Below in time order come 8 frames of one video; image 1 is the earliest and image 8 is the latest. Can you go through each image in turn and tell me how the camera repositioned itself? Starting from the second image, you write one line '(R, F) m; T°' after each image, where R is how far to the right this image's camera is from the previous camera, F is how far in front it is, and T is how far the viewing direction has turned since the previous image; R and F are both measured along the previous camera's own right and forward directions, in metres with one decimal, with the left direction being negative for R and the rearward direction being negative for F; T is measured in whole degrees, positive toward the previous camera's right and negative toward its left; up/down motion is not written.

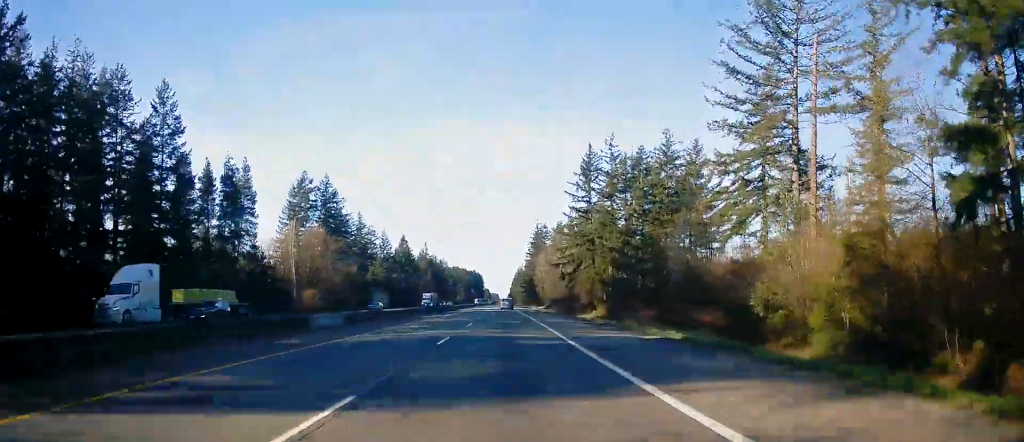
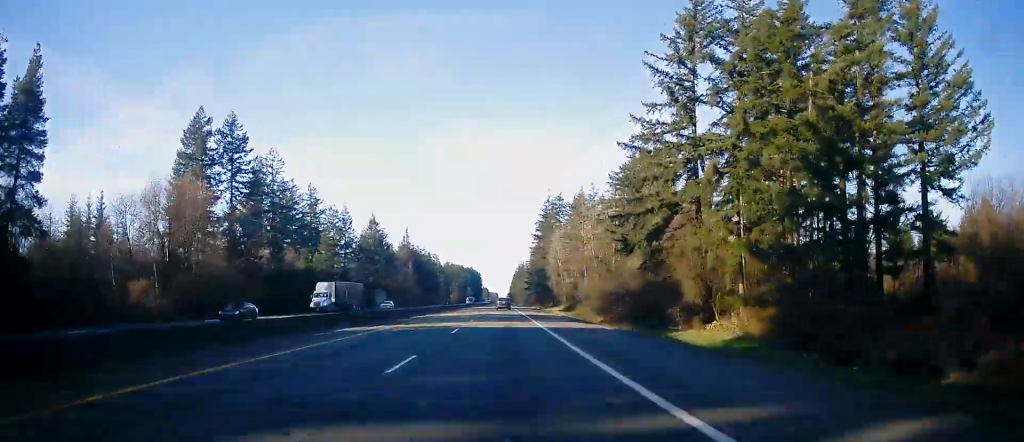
(+0.5, +55.2) m; +1°
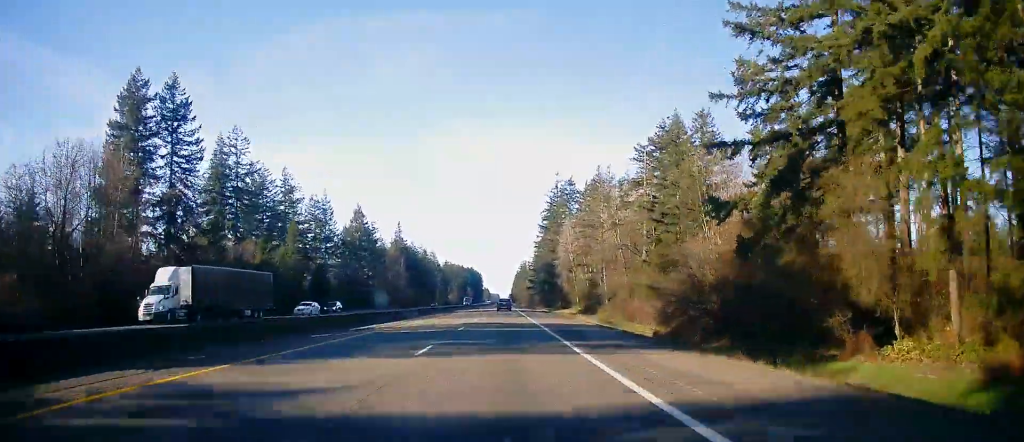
(0.0, +21.0) m; 0°
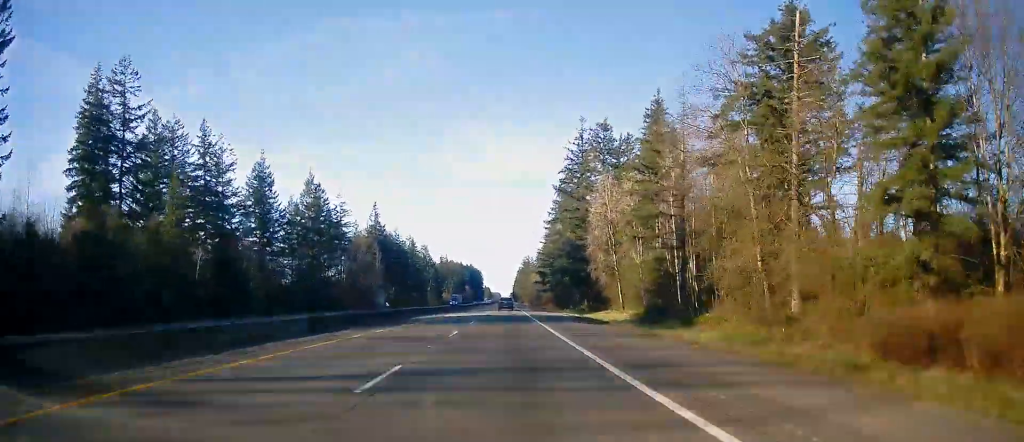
(0.0, +42.3) m; 0°
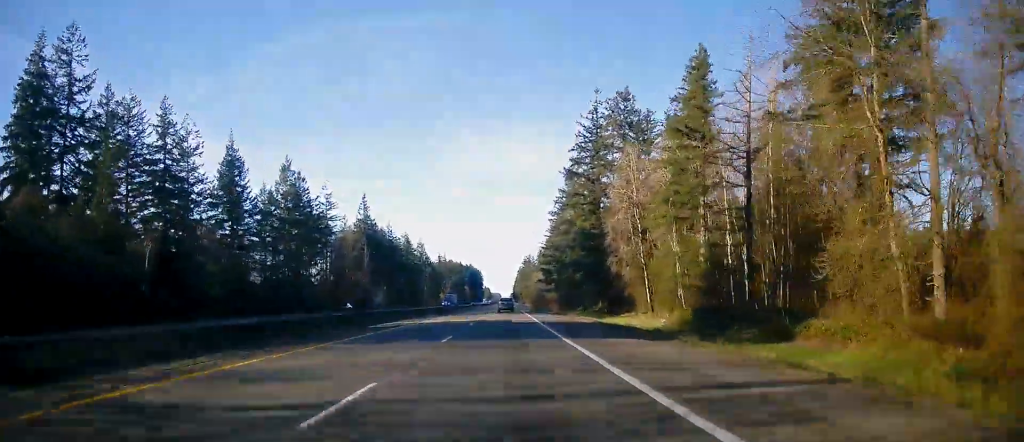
(0.0, +14.5) m; 0°
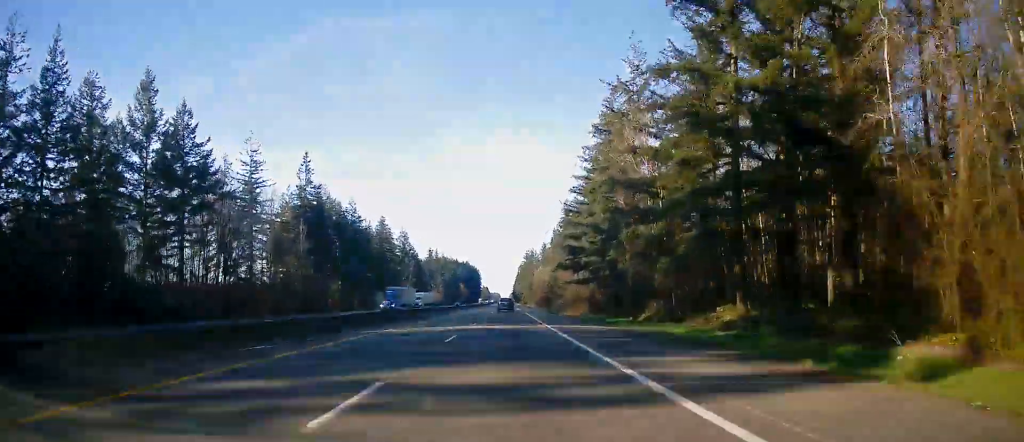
(-0.4, +48.9) m; -1°
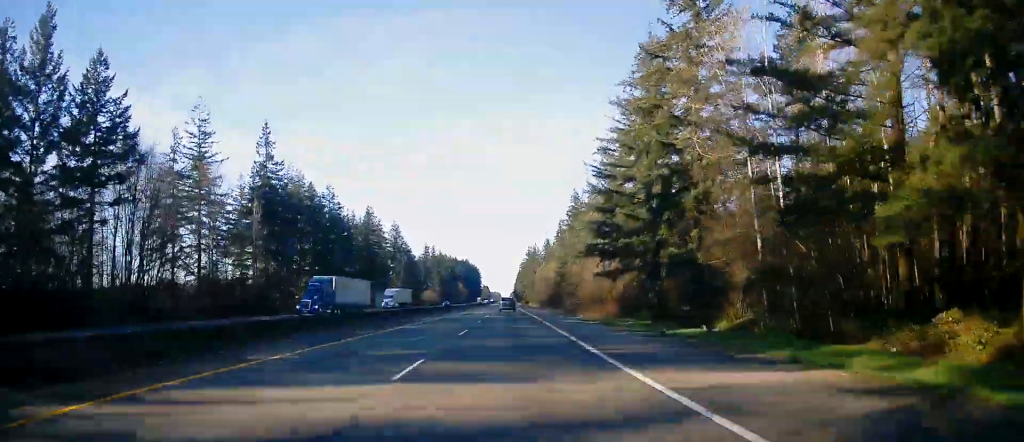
(0.0, +20.9) m; 0°
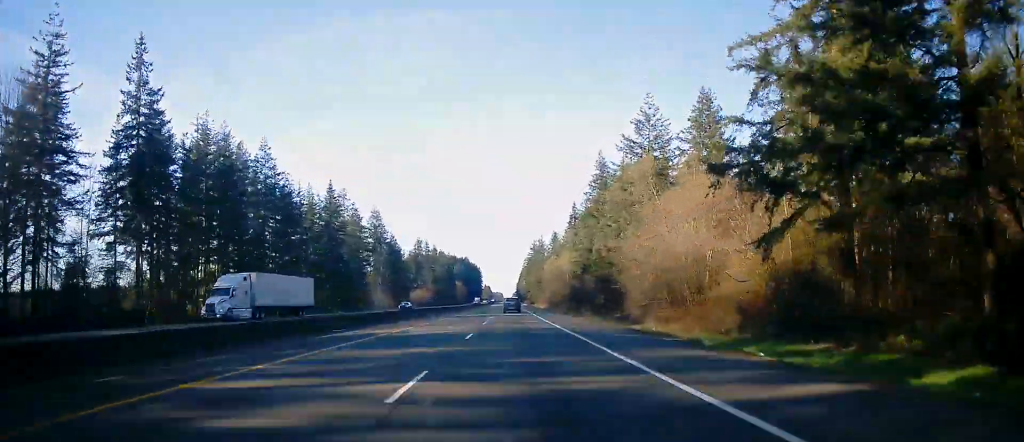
(+0.3, +38.5) m; 0°
